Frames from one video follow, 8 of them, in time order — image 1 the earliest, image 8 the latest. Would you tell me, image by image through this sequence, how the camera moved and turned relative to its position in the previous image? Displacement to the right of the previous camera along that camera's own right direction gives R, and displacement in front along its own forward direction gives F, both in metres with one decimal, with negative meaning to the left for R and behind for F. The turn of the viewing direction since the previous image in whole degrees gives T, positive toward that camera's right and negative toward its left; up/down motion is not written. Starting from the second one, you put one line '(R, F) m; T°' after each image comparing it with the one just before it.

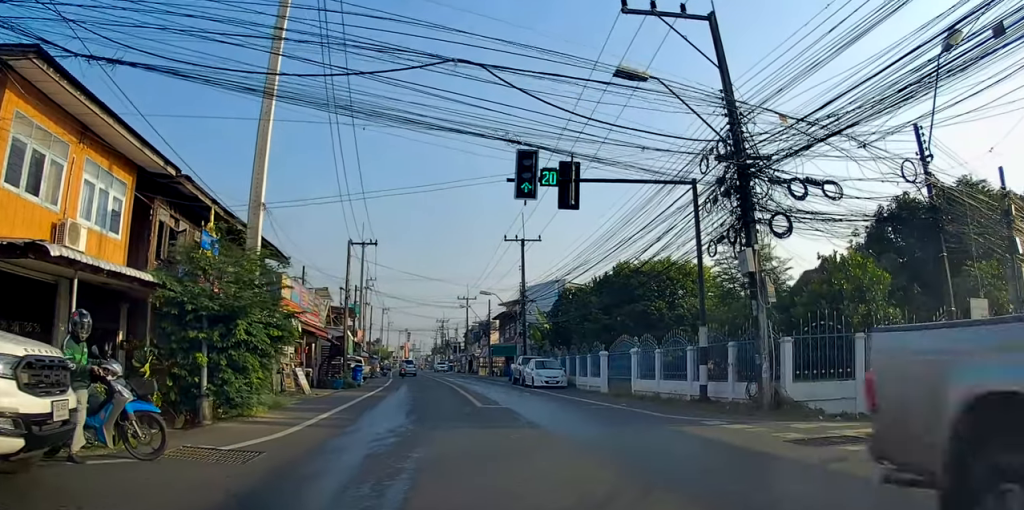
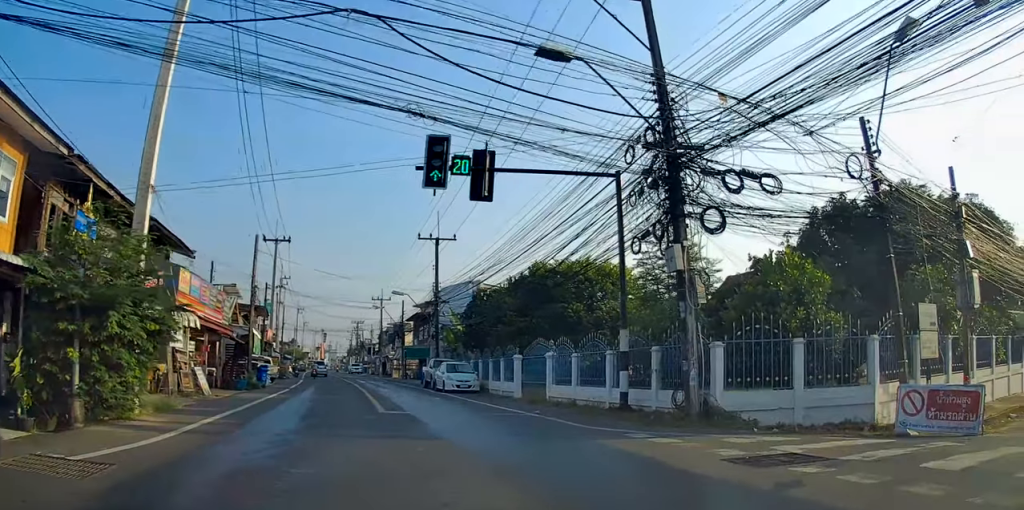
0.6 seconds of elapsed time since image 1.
(0.0, +1.5) m; +2°
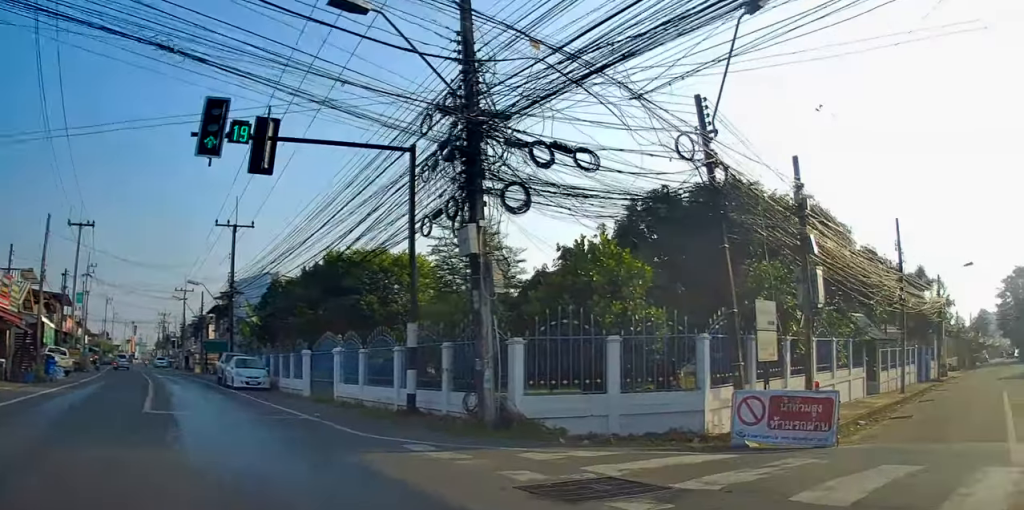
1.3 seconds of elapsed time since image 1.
(+0.1, +1.8) m; +3°
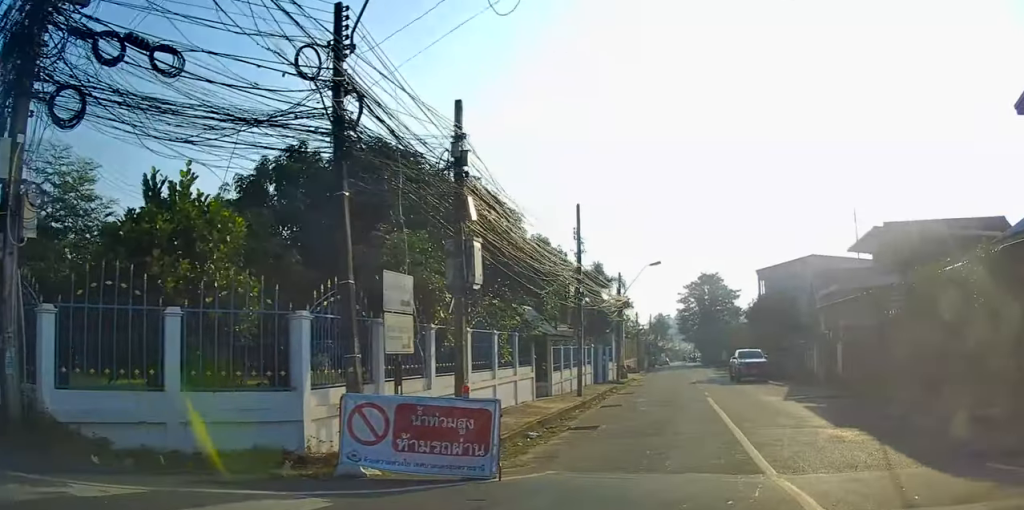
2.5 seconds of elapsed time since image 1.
(+0.2, +3.0) m; +20°
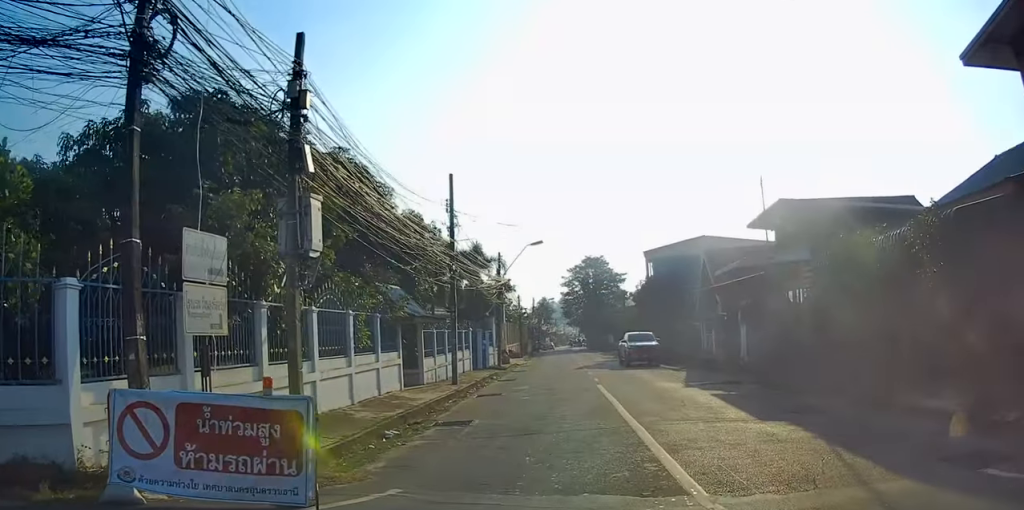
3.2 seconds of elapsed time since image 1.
(+0.4, +1.9) m; +17°
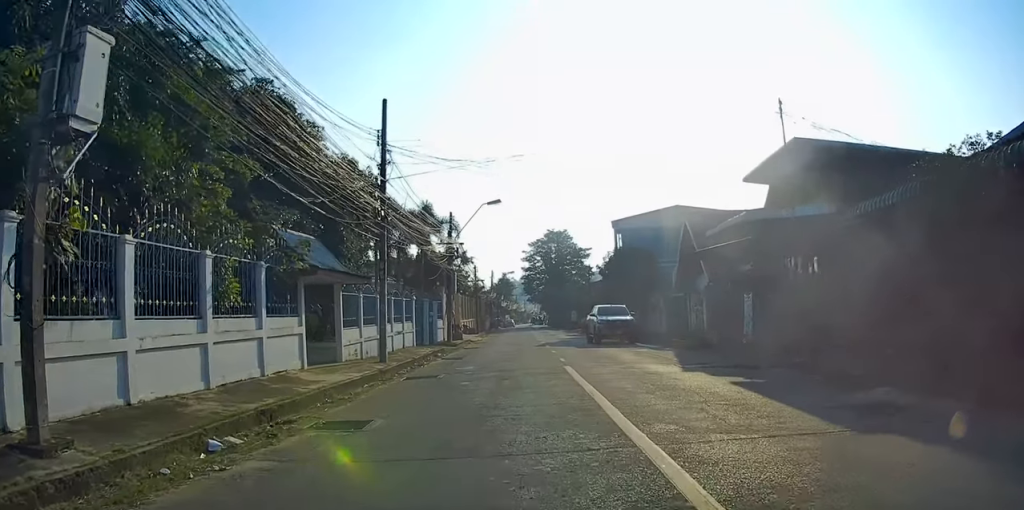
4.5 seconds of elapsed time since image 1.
(+0.7, +4.2) m; +13°
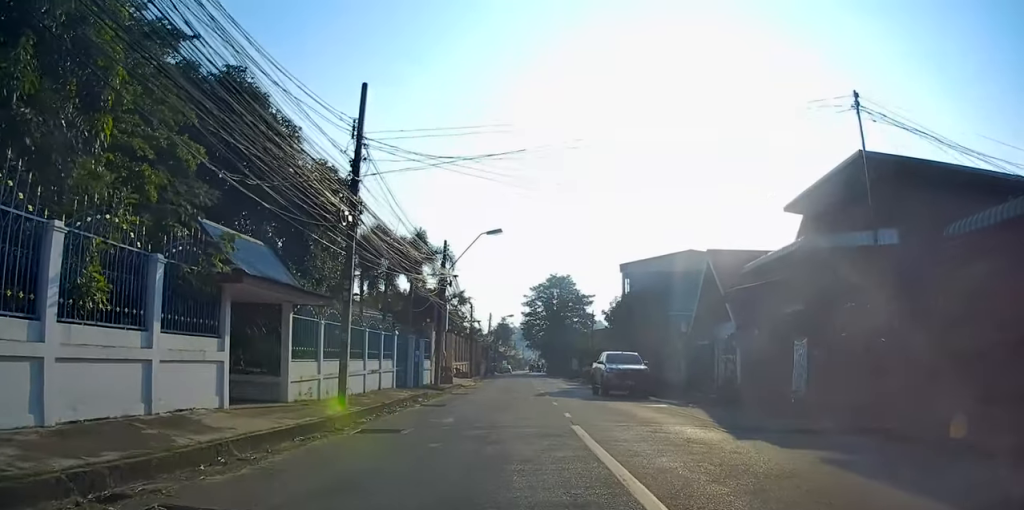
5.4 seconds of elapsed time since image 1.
(+0.1, +3.2) m; +2°
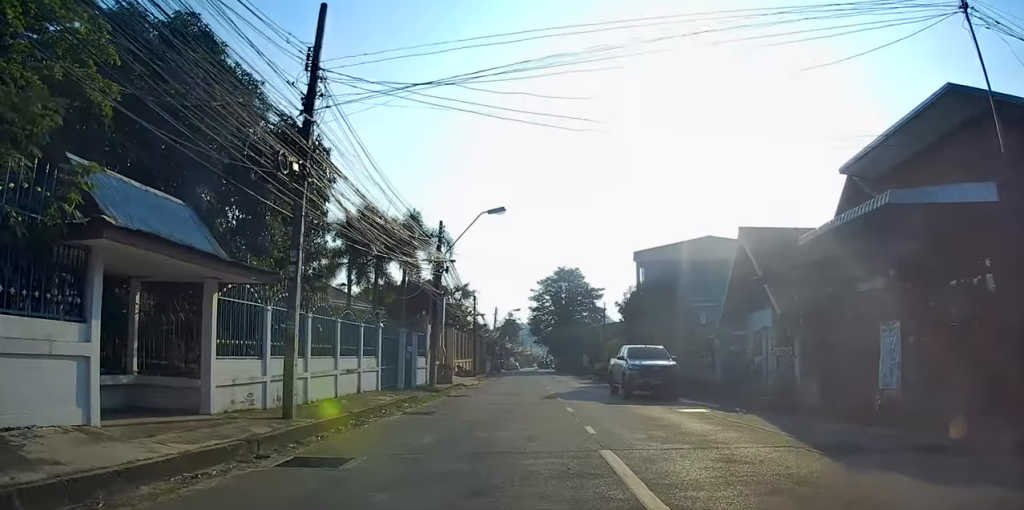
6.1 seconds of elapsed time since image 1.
(0.0, +3.4) m; -2°
